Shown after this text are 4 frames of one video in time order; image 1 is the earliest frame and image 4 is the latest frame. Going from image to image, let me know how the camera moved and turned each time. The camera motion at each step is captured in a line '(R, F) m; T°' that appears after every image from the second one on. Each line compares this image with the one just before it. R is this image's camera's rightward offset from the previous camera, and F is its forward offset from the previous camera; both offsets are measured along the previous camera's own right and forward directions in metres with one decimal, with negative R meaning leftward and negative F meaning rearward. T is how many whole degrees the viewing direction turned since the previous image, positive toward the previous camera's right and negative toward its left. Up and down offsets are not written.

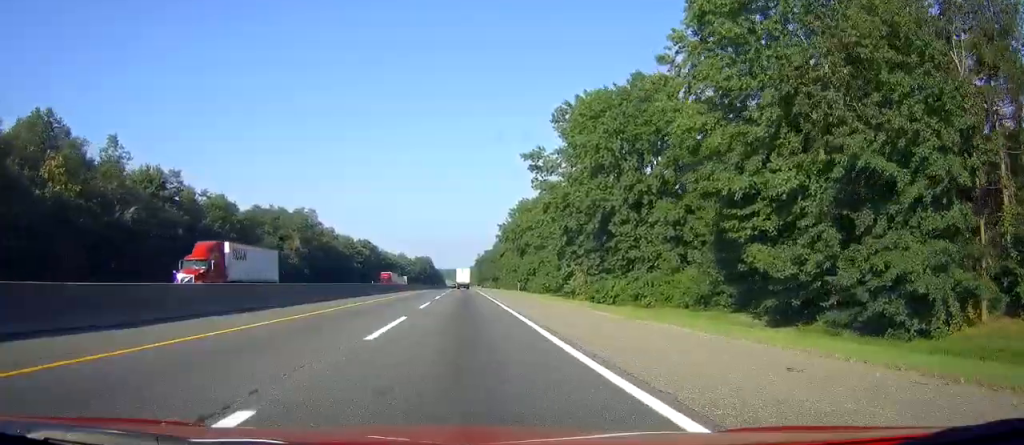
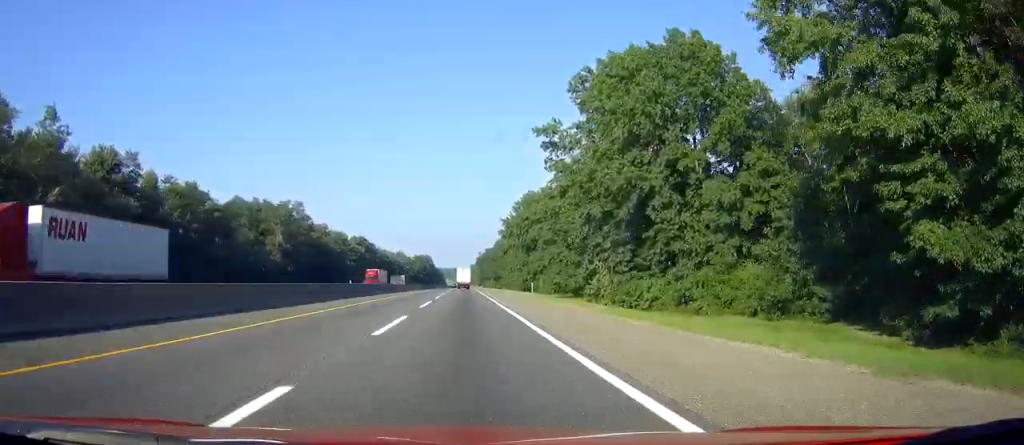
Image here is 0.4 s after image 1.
(0.0, +14.0) m; 0°
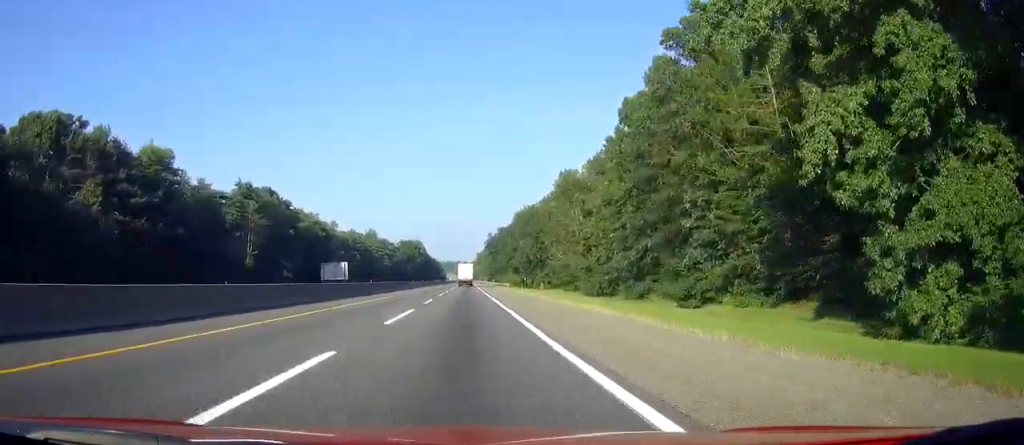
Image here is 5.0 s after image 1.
(-4.5, +146.3) m; -2°
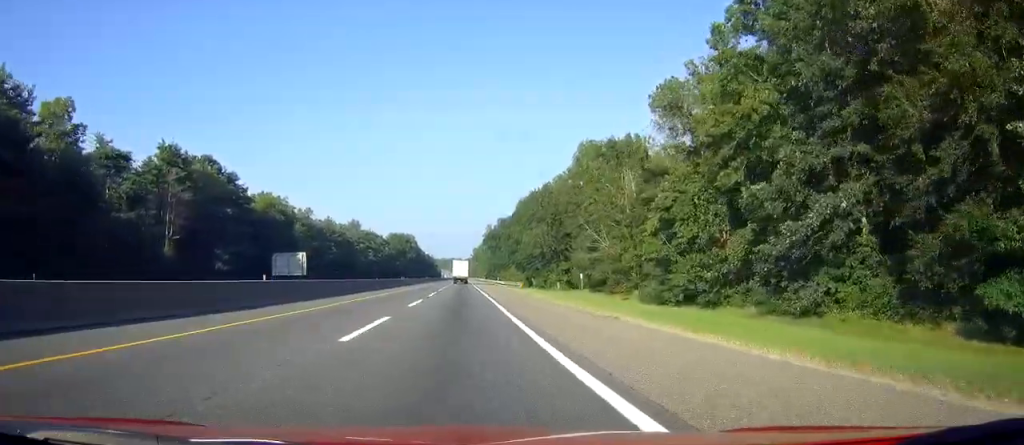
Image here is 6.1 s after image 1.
(0.0, +35.2) m; 0°
